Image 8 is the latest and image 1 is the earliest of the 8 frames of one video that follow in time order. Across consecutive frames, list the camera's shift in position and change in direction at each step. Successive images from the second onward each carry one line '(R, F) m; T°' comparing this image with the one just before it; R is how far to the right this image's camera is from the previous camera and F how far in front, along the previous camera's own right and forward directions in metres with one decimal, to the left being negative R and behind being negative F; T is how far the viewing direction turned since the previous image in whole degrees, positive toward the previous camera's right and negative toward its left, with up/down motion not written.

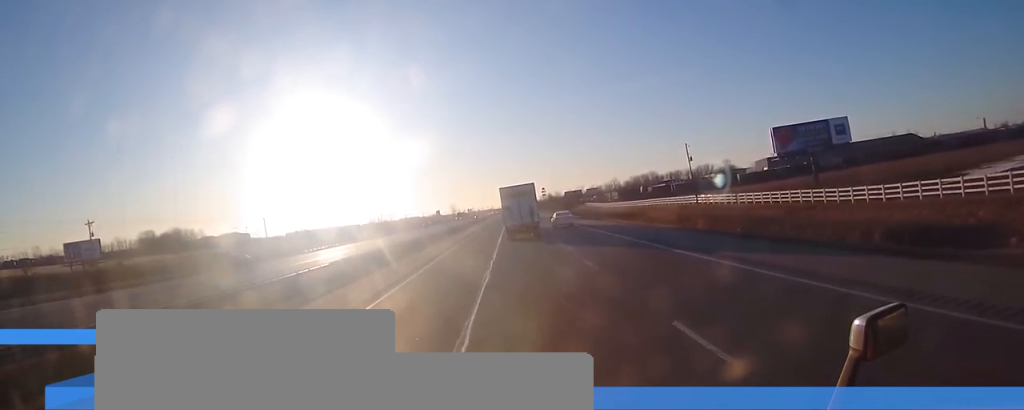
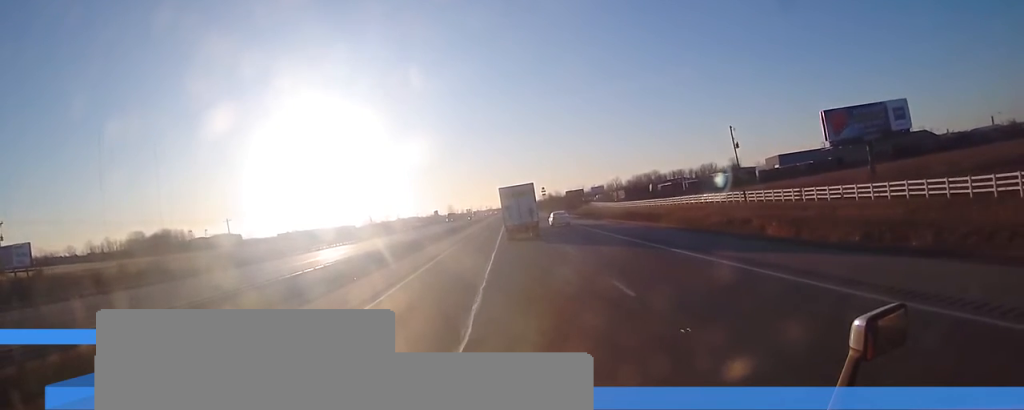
(-0.2, +17.4) m; 0°
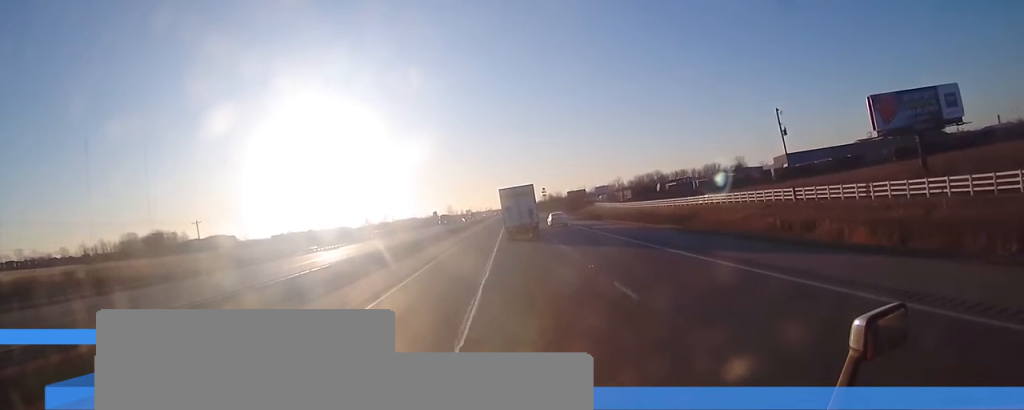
(-0.1, +12.7) m; 0°
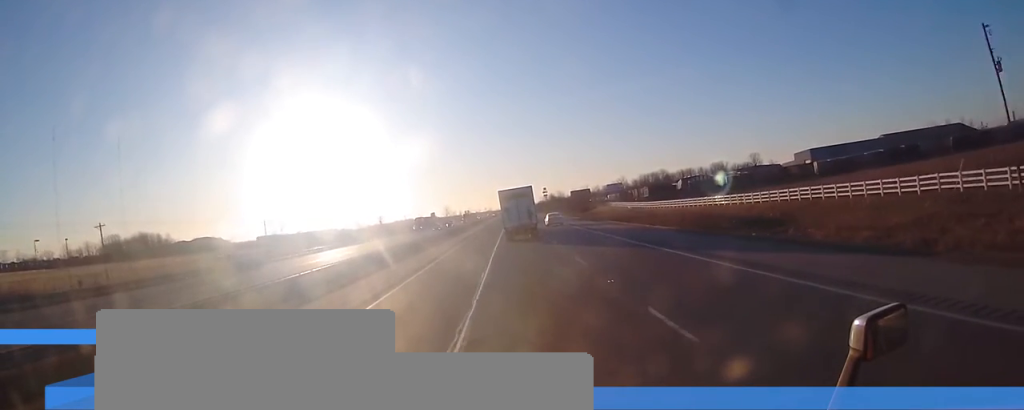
(+0.3, +27.6) m; +1°
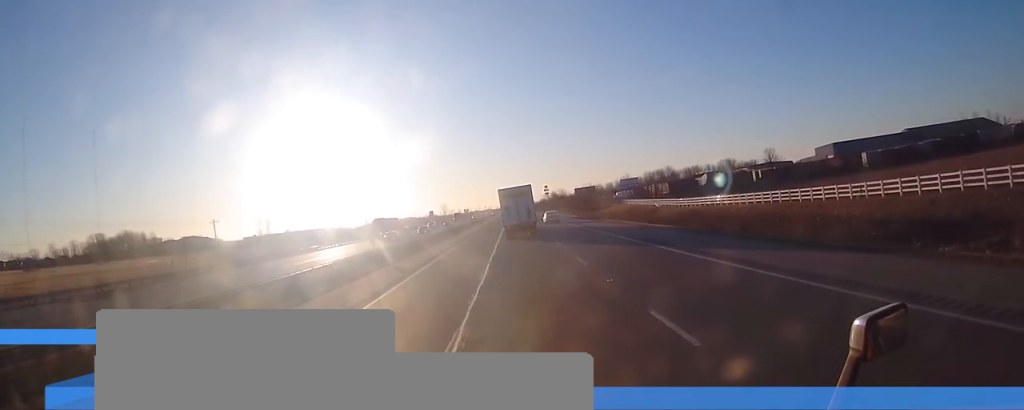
(+0.1, +24.4) m; -1°
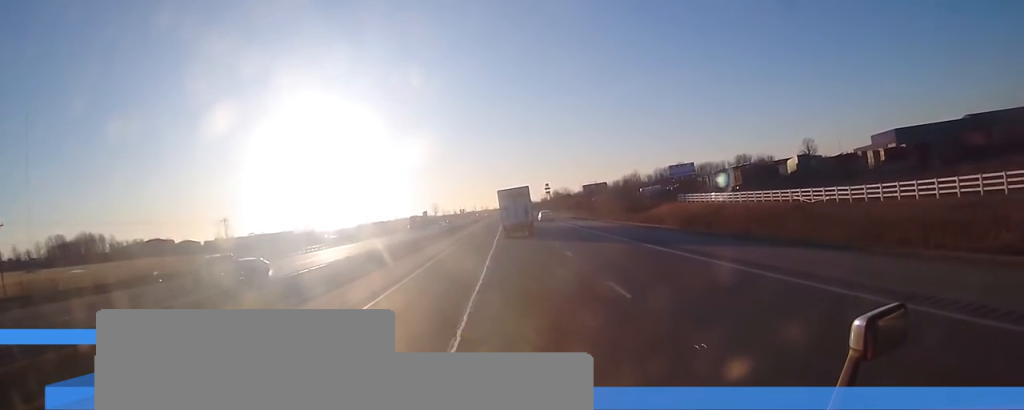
(-0.2, +55.3) m; 0°
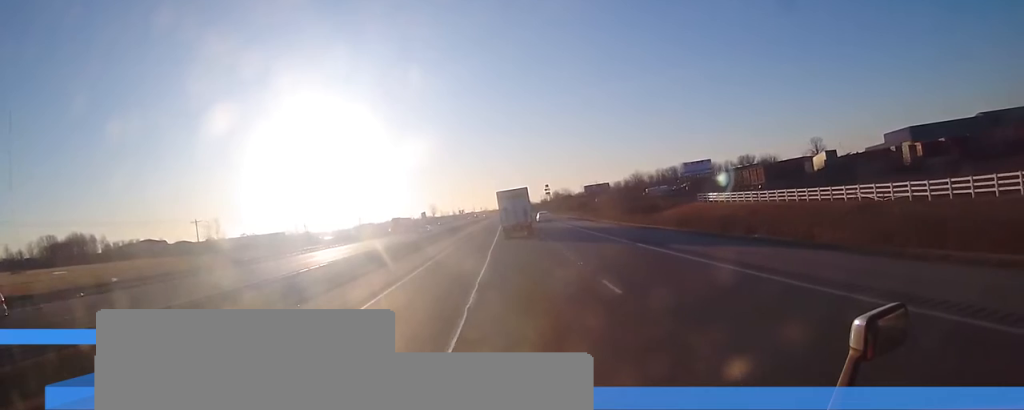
(0.0, +11.2) m; 0°
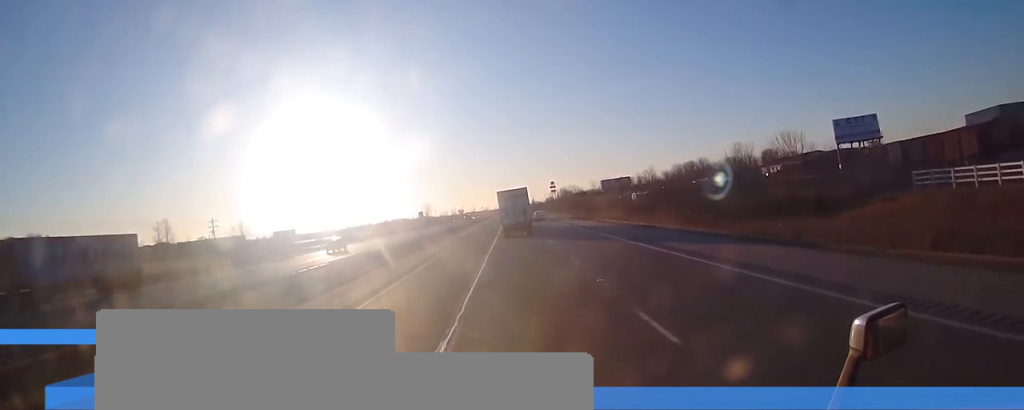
(-0.1, +53.9) m; -1°
